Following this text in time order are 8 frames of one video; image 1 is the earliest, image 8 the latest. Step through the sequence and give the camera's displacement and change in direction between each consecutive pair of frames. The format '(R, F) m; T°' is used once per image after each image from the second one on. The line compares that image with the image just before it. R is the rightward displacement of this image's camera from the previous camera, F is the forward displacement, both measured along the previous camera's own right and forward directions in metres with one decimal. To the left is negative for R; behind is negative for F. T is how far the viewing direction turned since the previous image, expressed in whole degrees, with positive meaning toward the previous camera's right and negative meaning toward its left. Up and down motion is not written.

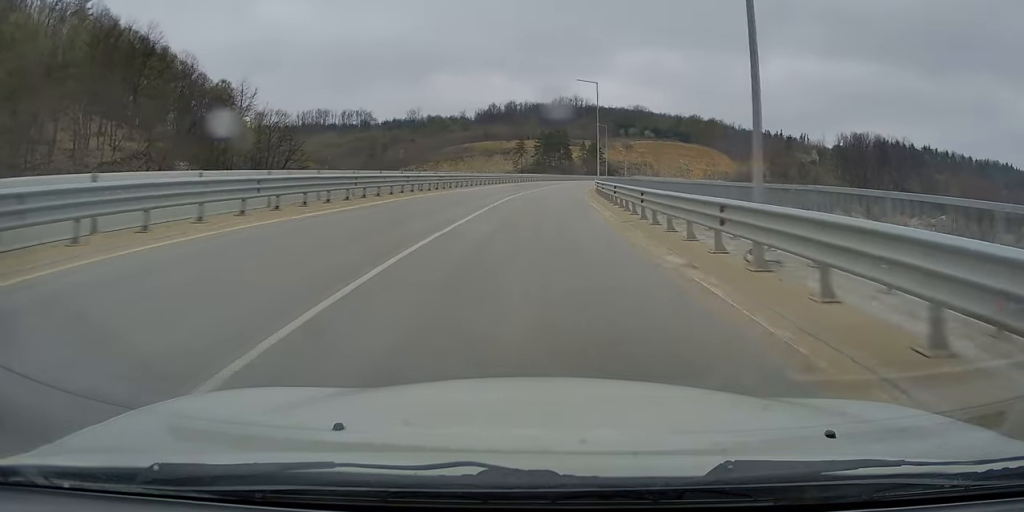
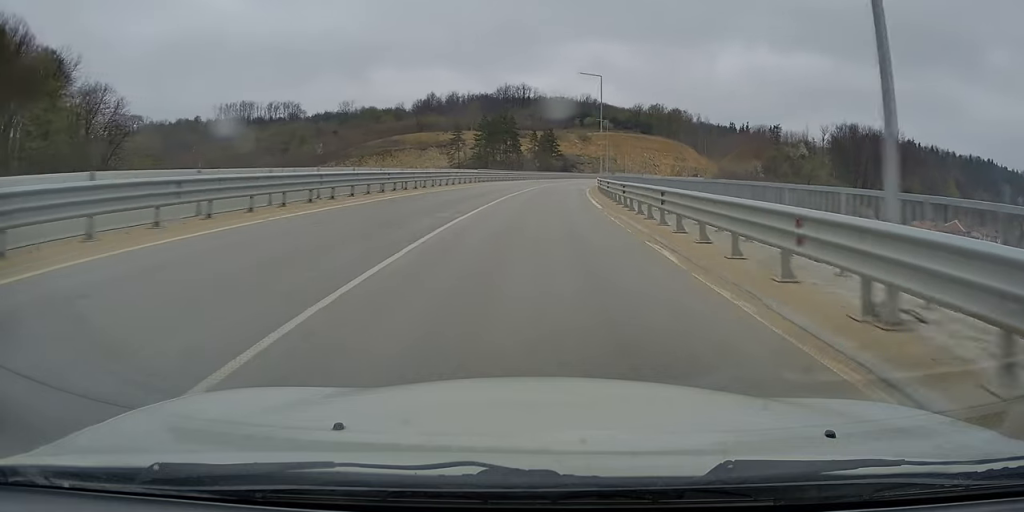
(+2.2, +43.0) m; +6°
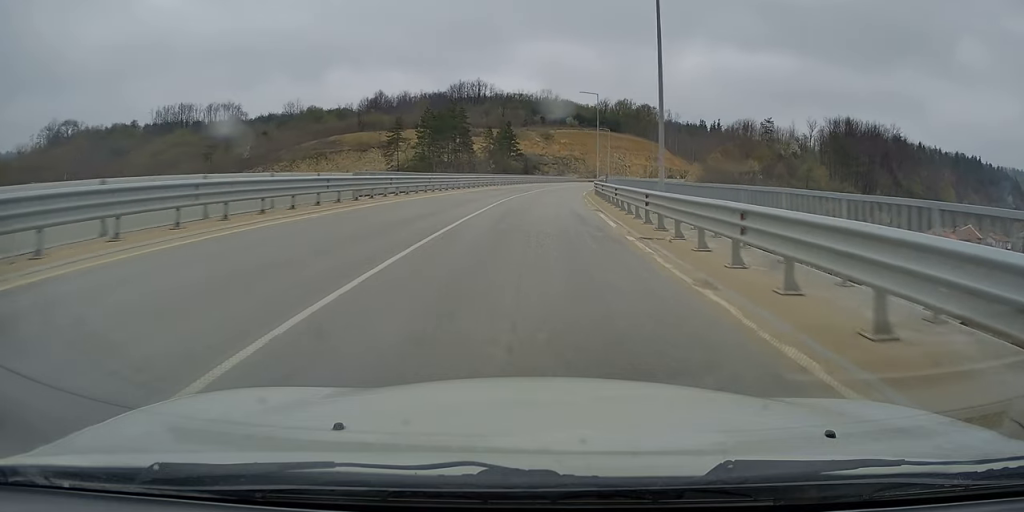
(+1.2, +30.4) m; +4°
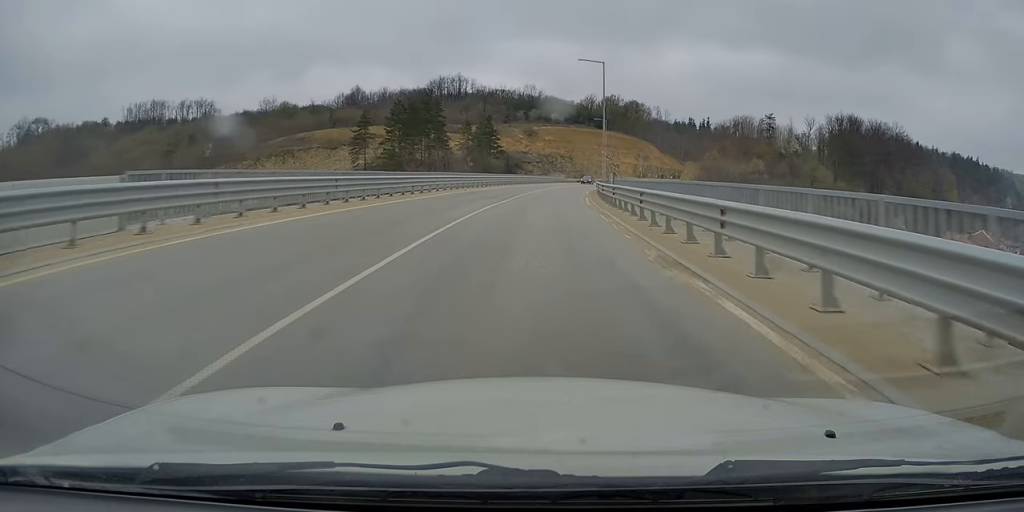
(+0.2, +15.0) m; +2°
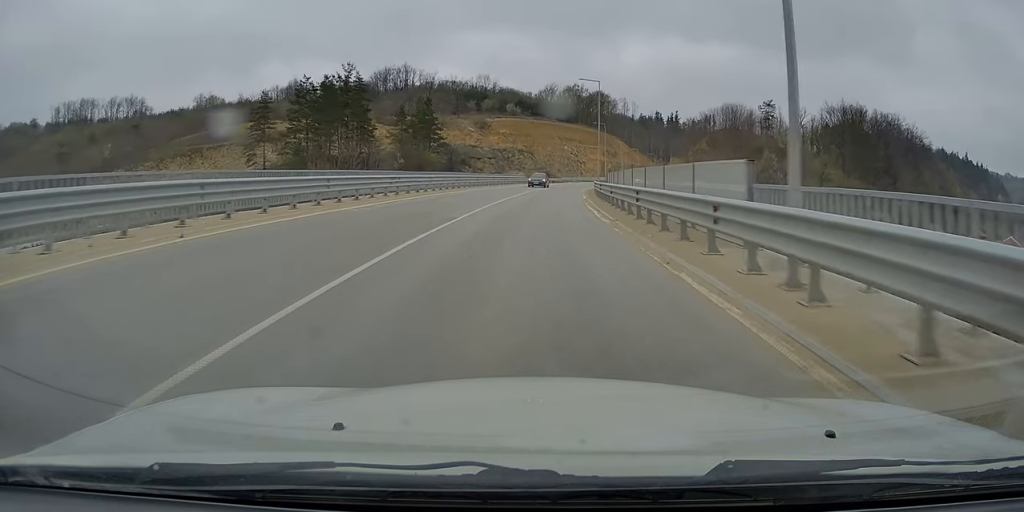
(+1.0, +31.8) m; +3°
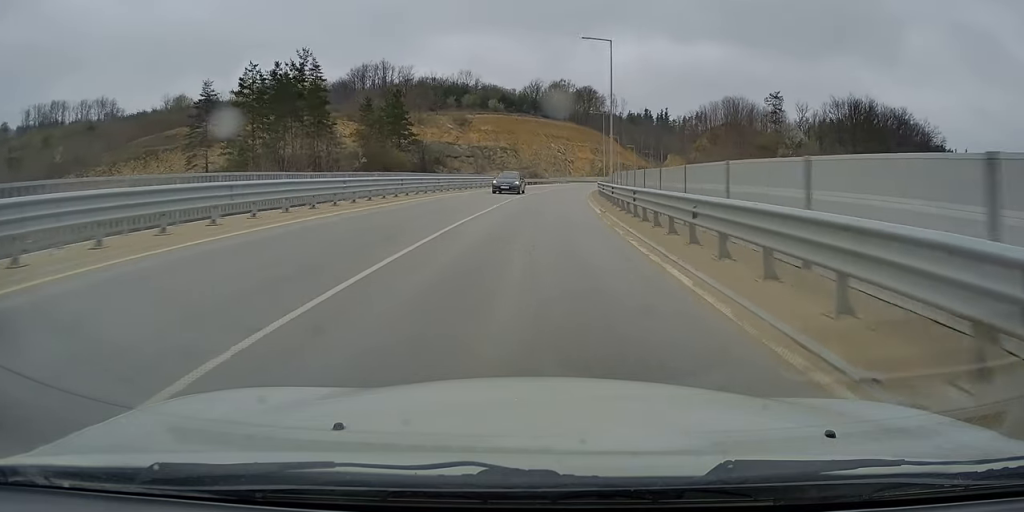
(+0.1, +14.6) m; +1°
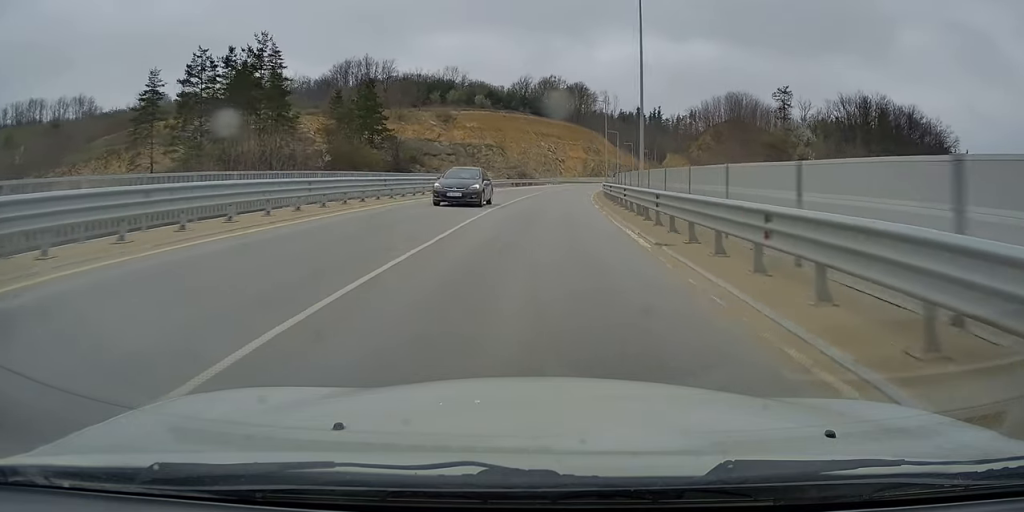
(+0.1, +11.3) m; +1°
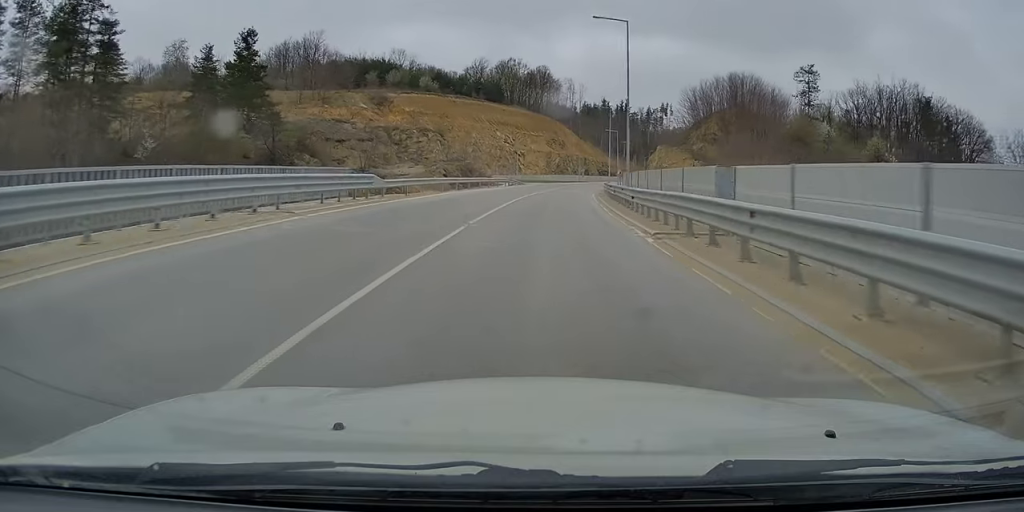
(+0.9, +30.7) m; +4°
